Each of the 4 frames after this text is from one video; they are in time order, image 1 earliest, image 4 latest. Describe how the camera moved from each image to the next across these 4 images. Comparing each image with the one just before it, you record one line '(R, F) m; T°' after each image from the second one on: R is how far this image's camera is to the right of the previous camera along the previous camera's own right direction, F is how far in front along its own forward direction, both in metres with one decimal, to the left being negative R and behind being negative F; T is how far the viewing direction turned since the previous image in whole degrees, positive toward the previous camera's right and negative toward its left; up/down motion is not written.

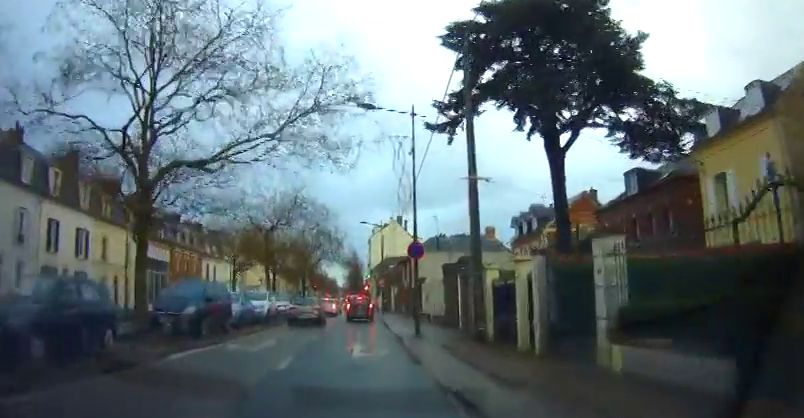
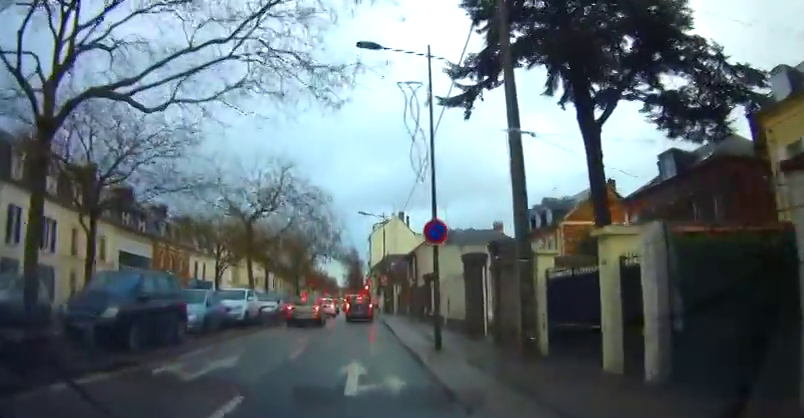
(-0.3, +4.8) m; +1°
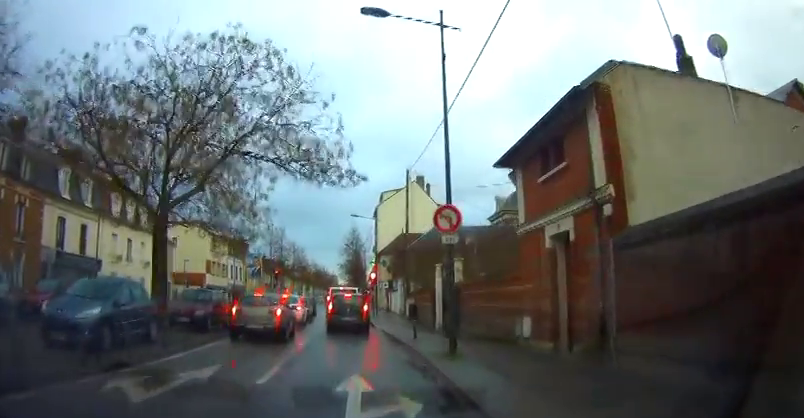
(+0.3, +30.4) m; -1°
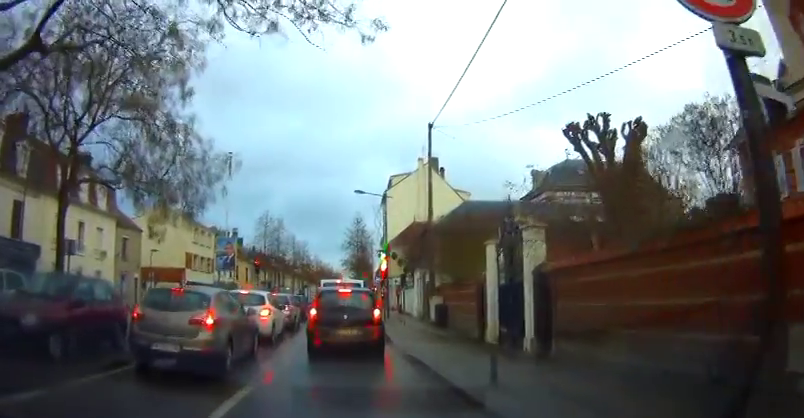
(0.0, +9.4) m; -1°
